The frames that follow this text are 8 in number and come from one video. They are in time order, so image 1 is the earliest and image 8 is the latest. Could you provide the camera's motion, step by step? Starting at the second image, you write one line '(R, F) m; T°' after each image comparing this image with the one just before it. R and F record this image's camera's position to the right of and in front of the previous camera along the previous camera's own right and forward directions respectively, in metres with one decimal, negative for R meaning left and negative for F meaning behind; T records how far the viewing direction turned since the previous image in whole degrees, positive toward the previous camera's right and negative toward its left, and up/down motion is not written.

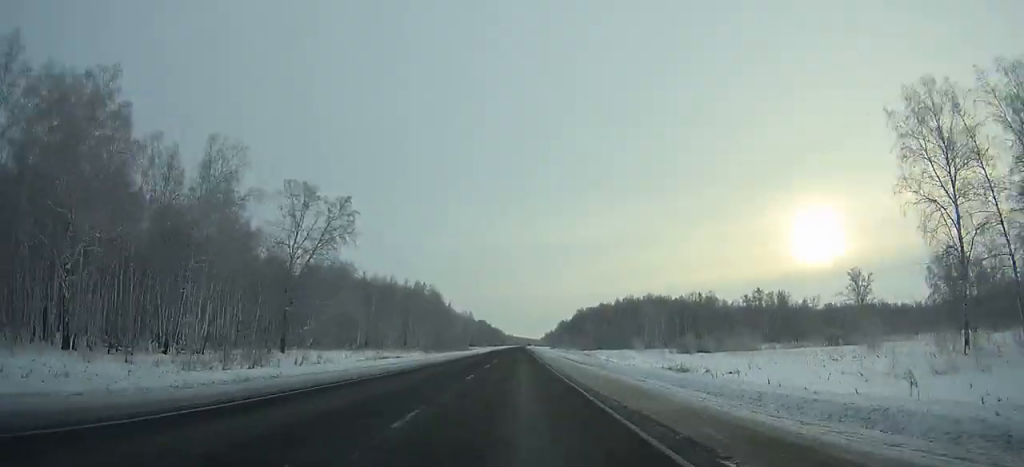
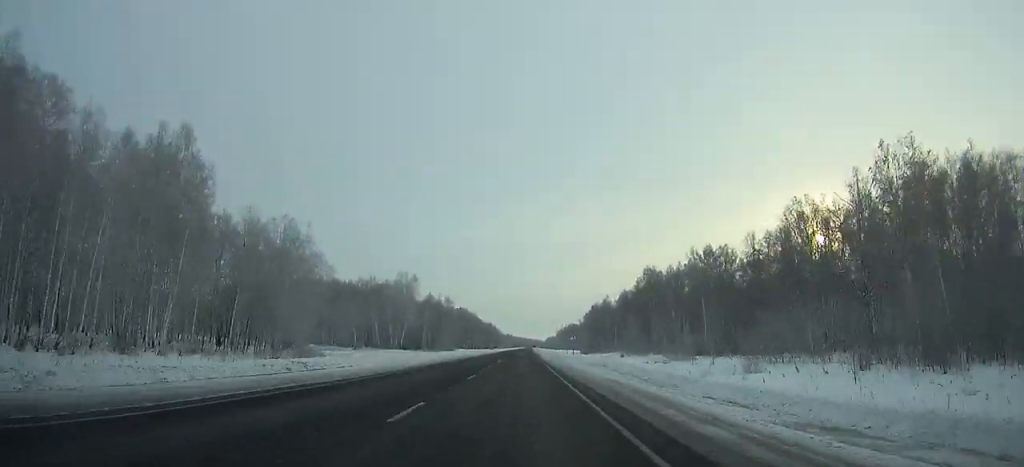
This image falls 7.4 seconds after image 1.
(+0.6, +188.9) m; 0°
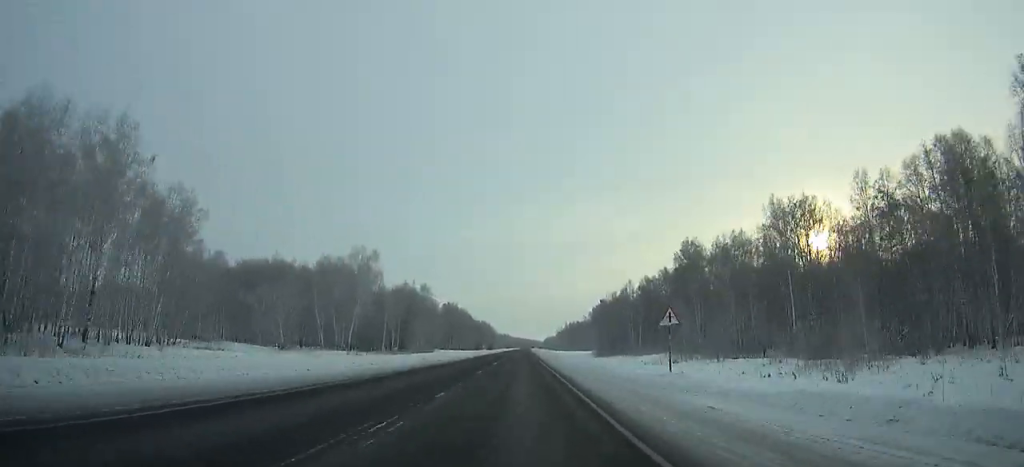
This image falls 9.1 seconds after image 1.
(0.0, +42.5) m; 0°
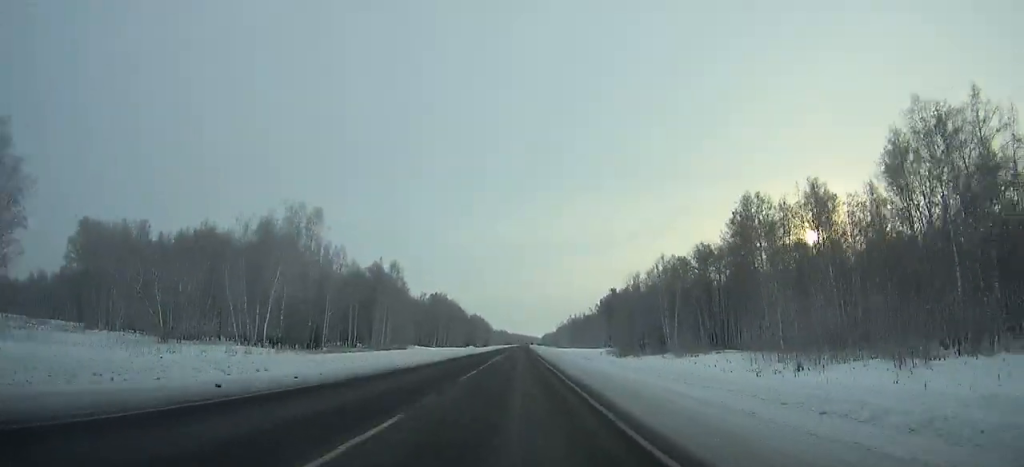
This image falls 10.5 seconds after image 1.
(0.0, +34.9) m; 0°
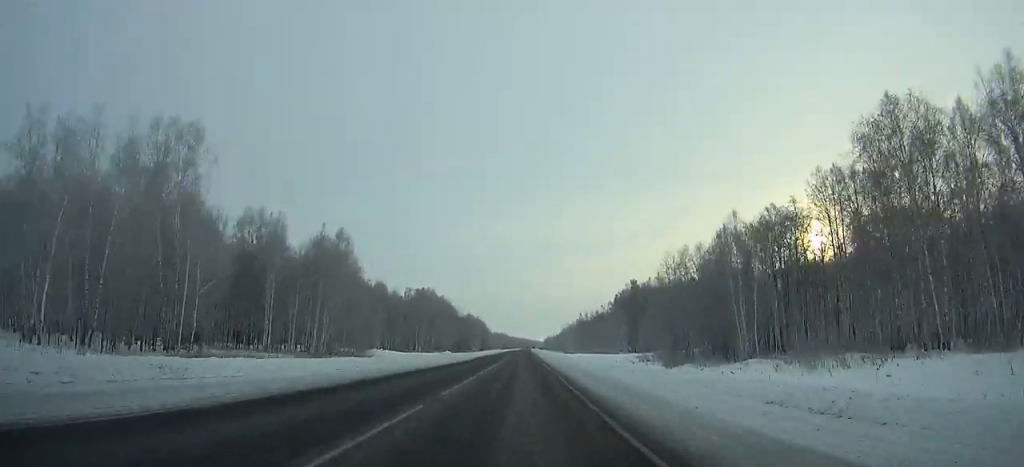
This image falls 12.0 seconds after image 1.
(-0.1, +37.0) m; 0°
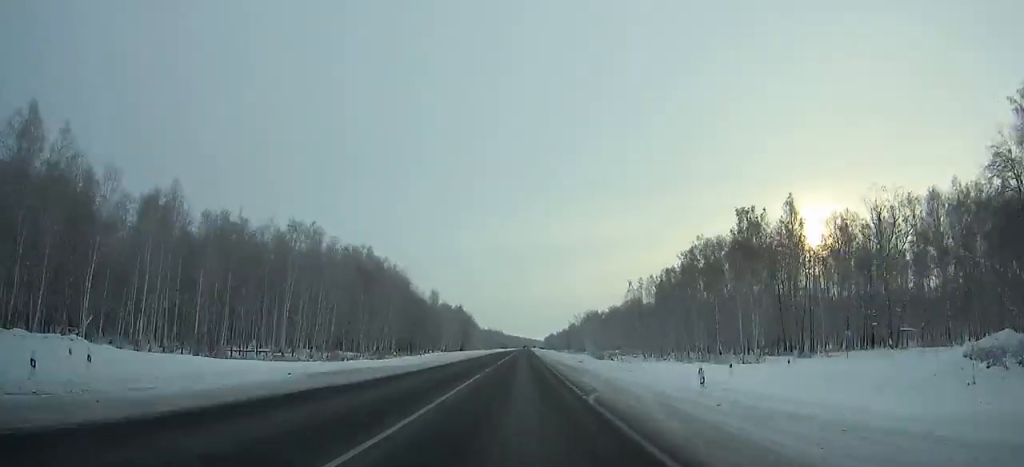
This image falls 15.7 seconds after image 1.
(+0.1, +90.5) m; 0°
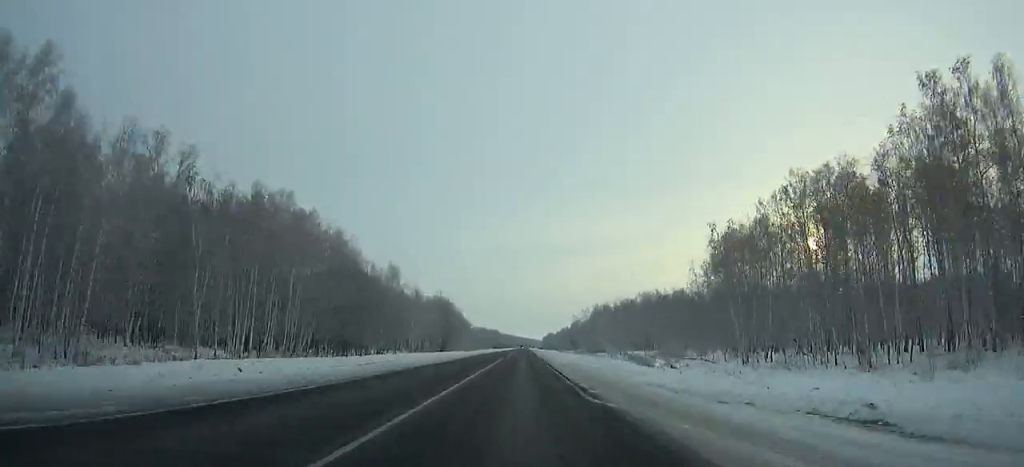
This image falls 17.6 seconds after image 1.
(+0.1, +46.1) m; 0°
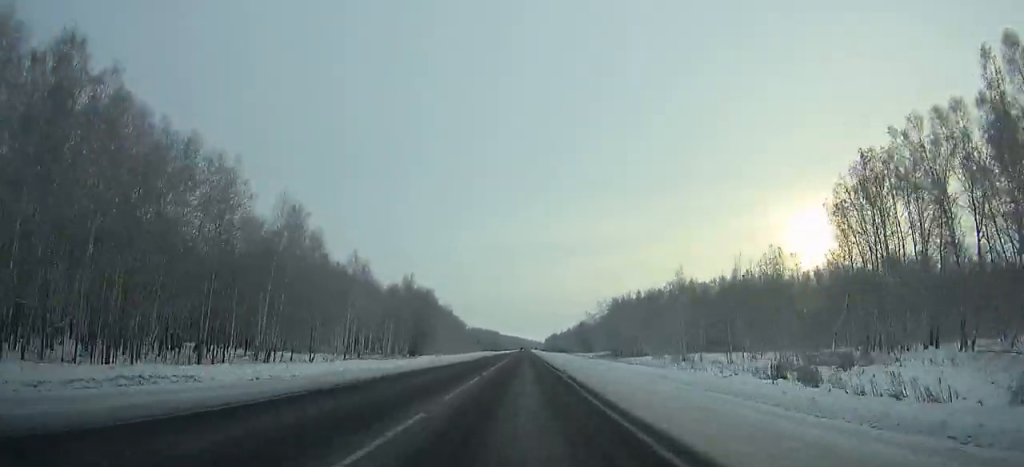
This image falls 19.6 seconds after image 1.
(+0.1, +48.5) m; 0°
